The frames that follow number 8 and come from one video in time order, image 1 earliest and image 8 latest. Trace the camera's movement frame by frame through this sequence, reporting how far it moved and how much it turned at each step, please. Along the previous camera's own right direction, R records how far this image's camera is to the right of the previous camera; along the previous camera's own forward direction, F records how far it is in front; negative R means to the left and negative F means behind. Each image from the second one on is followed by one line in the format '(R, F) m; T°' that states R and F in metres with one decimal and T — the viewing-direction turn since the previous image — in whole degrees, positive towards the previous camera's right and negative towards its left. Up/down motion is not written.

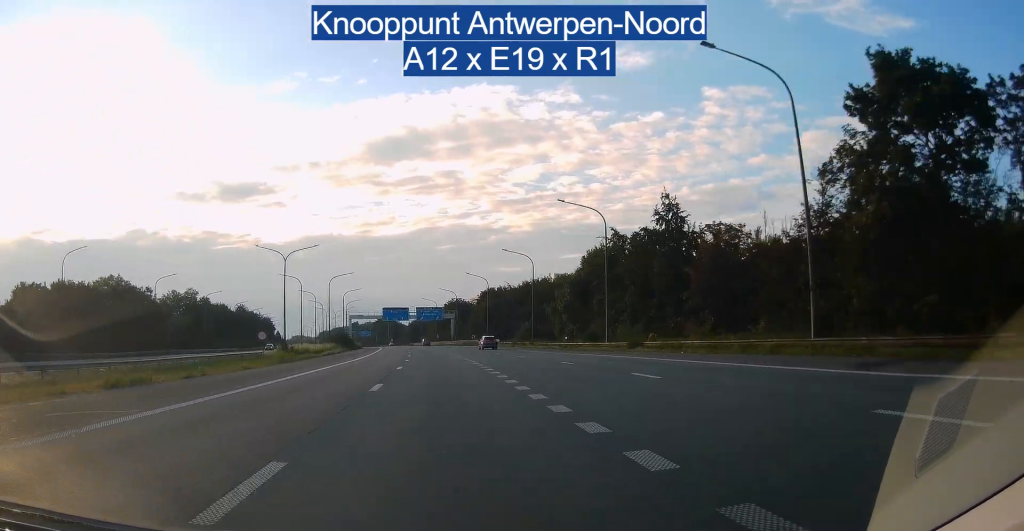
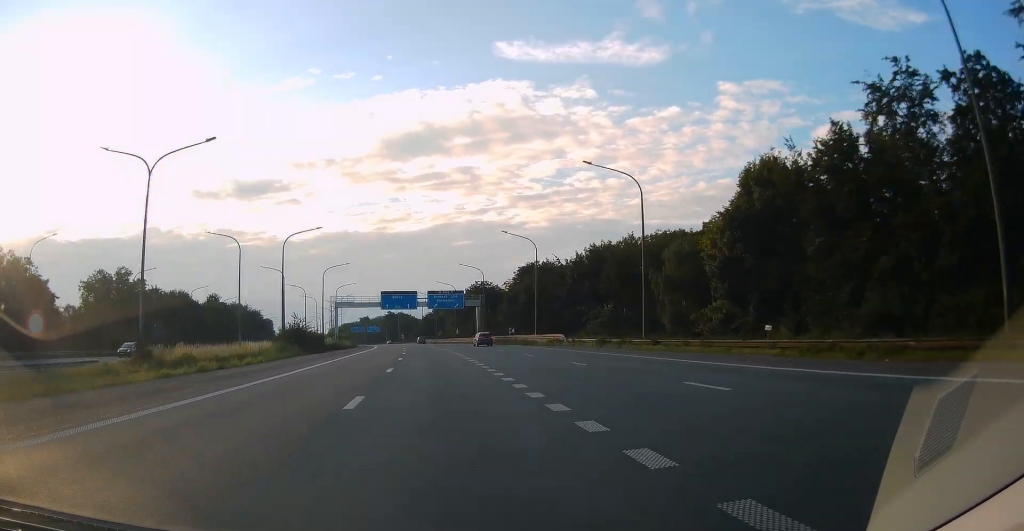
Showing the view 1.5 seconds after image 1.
(-0.3, +43.4) m; -2°
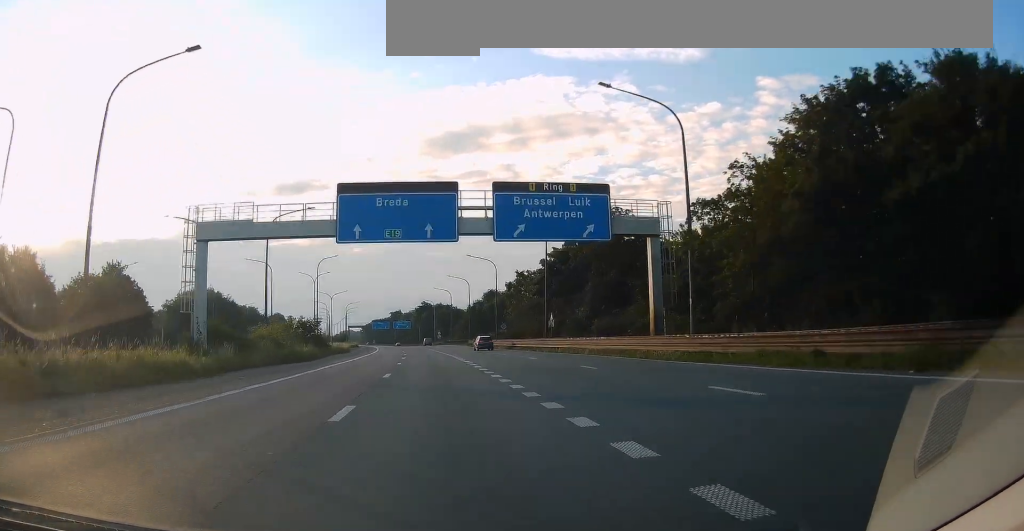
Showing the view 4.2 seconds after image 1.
(-2.9, +78.1) m; -4°
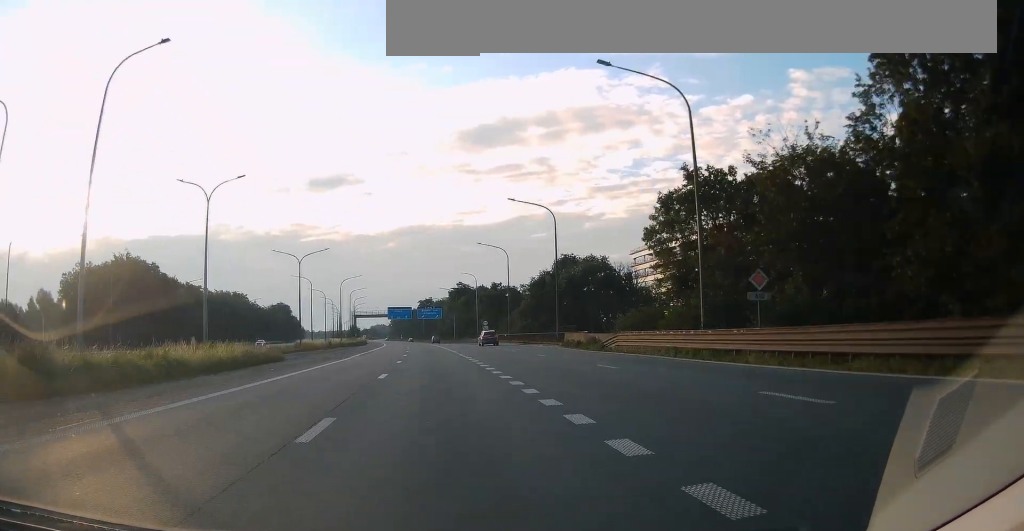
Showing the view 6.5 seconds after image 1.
(-1.8, +64.6) m; -3°
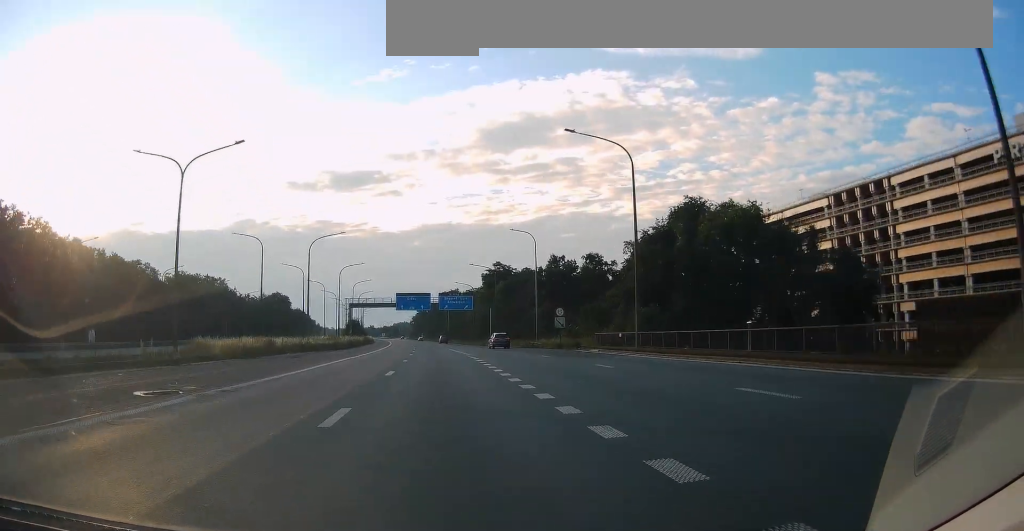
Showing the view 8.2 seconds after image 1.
(-0.7, +48.6) m; -2°
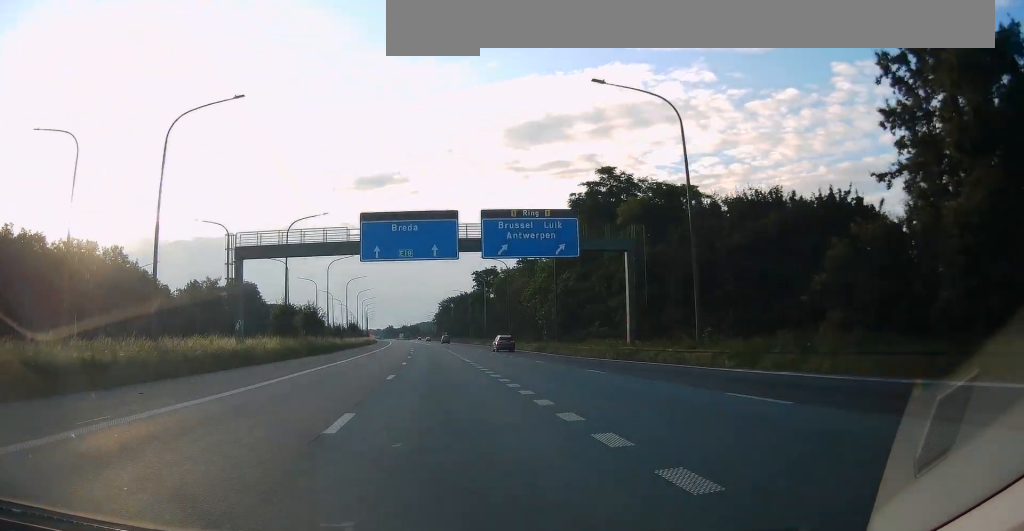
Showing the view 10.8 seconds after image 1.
(-2.0, +76.2) m; -3°
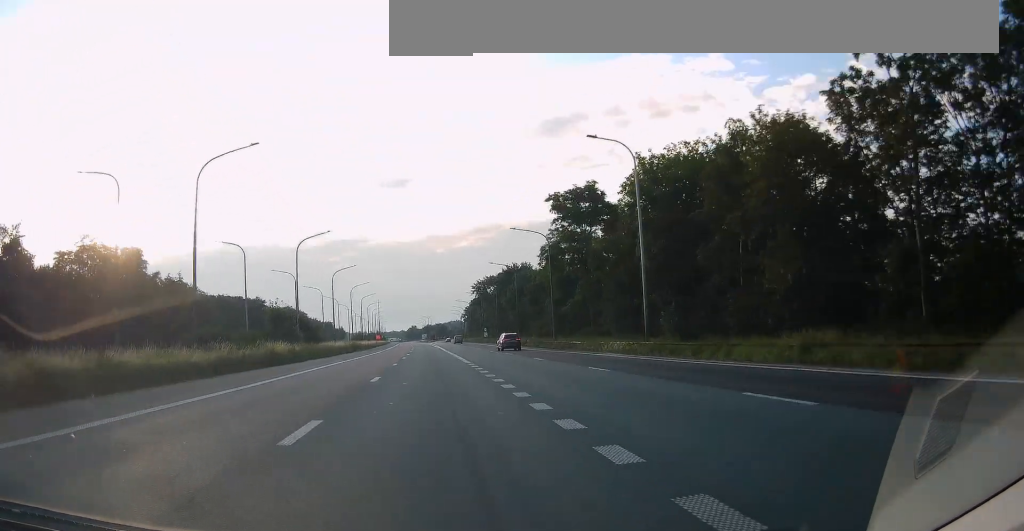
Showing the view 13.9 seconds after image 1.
(-2.6, +89.8) m; -3°
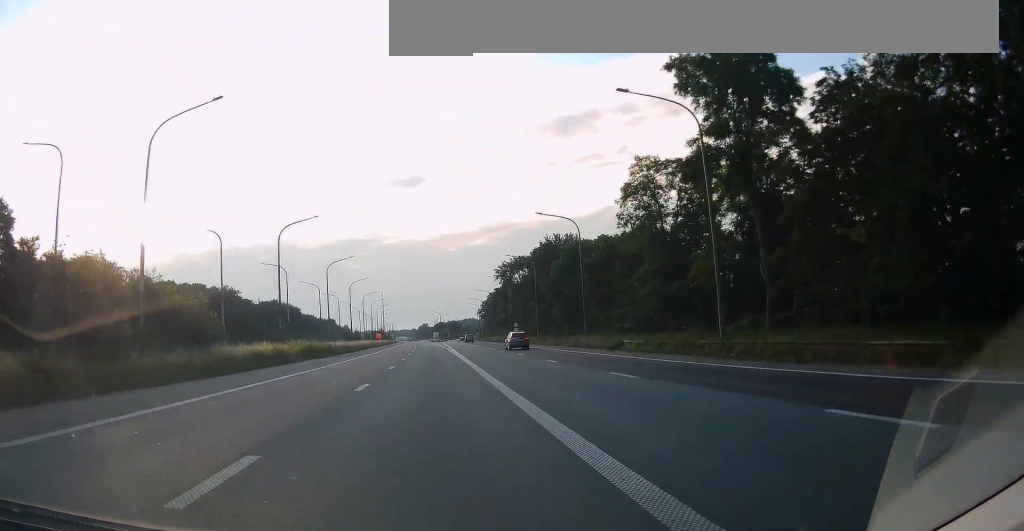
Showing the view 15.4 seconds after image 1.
(-0.2, +41.3) m; -1°
